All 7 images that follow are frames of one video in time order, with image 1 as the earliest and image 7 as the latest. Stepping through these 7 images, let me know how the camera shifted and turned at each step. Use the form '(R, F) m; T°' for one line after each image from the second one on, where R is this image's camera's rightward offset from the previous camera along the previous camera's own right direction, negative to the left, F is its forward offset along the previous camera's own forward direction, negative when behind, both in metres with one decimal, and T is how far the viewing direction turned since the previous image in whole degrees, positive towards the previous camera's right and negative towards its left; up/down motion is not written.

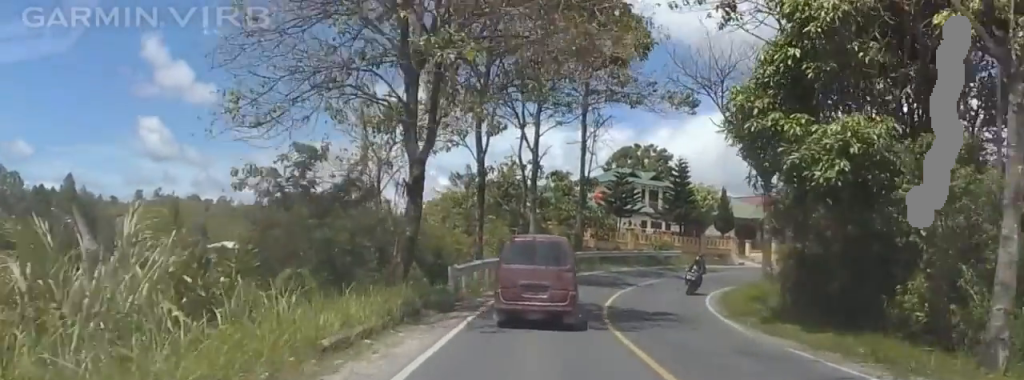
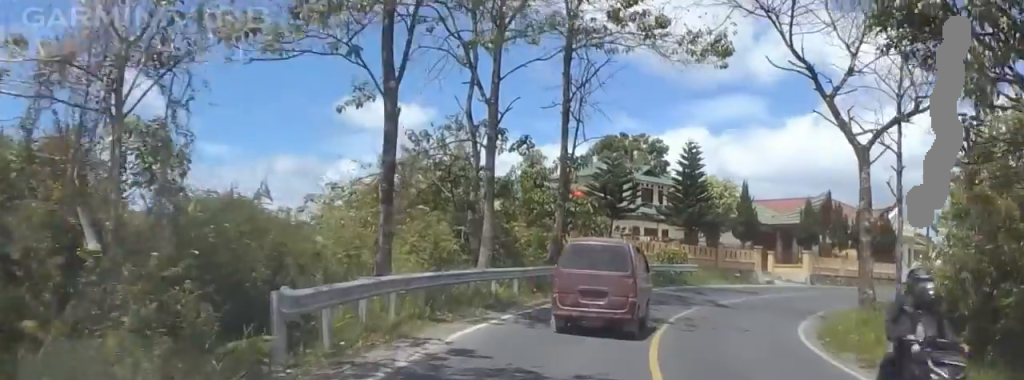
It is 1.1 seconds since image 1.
(-0.7, +15.9) m; +1°
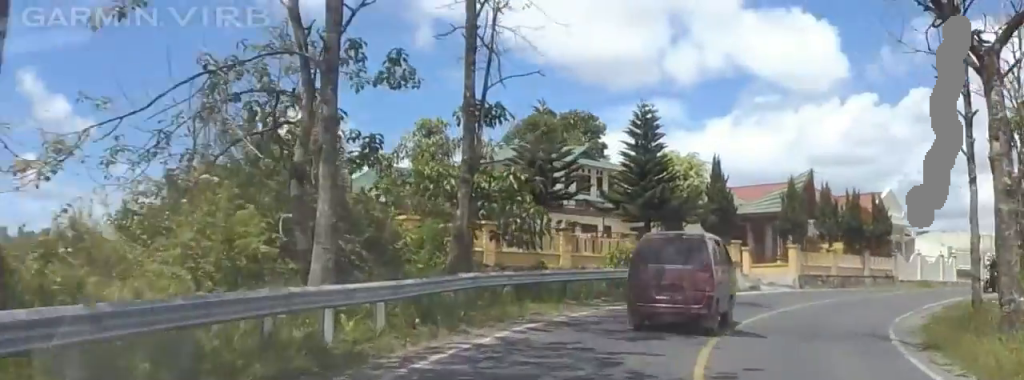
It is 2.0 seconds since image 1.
(+0.5, +12.1) m; +9°
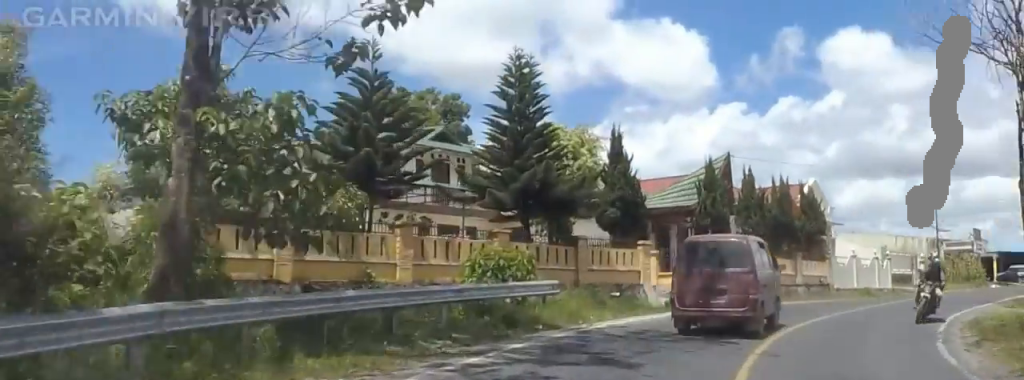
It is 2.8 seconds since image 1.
(+0.9, +10.2) m; +9°
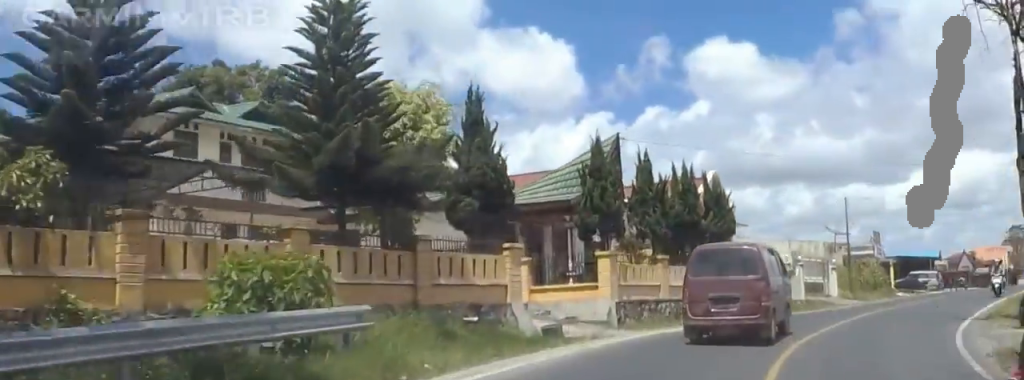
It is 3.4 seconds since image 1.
(+0.6, +8.2) m; +3°
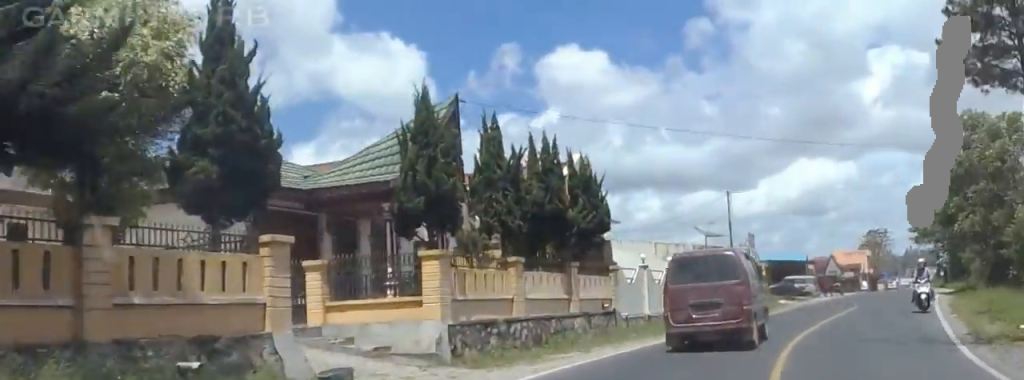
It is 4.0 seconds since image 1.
(+0.2, +8.2) m; +6°
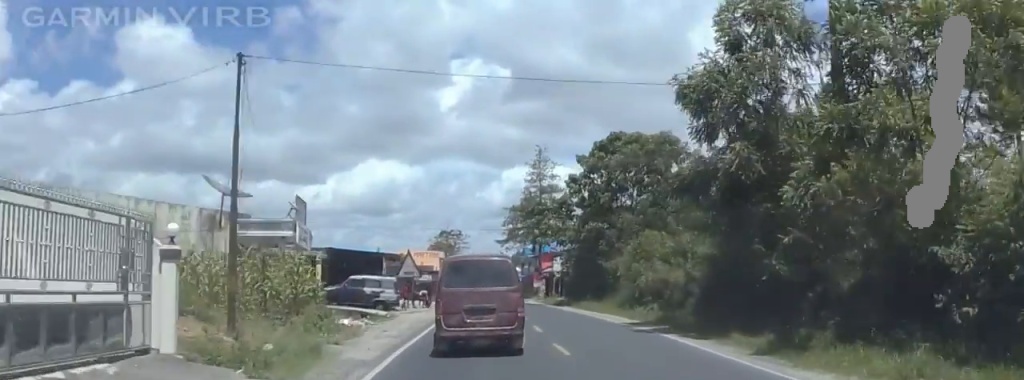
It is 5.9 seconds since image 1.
(+6.8, +25.2) m; +29°
